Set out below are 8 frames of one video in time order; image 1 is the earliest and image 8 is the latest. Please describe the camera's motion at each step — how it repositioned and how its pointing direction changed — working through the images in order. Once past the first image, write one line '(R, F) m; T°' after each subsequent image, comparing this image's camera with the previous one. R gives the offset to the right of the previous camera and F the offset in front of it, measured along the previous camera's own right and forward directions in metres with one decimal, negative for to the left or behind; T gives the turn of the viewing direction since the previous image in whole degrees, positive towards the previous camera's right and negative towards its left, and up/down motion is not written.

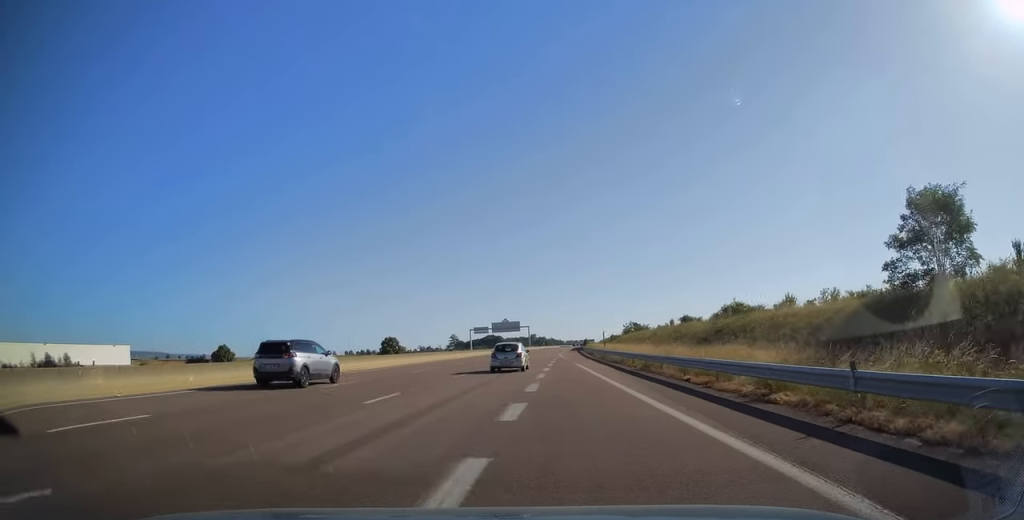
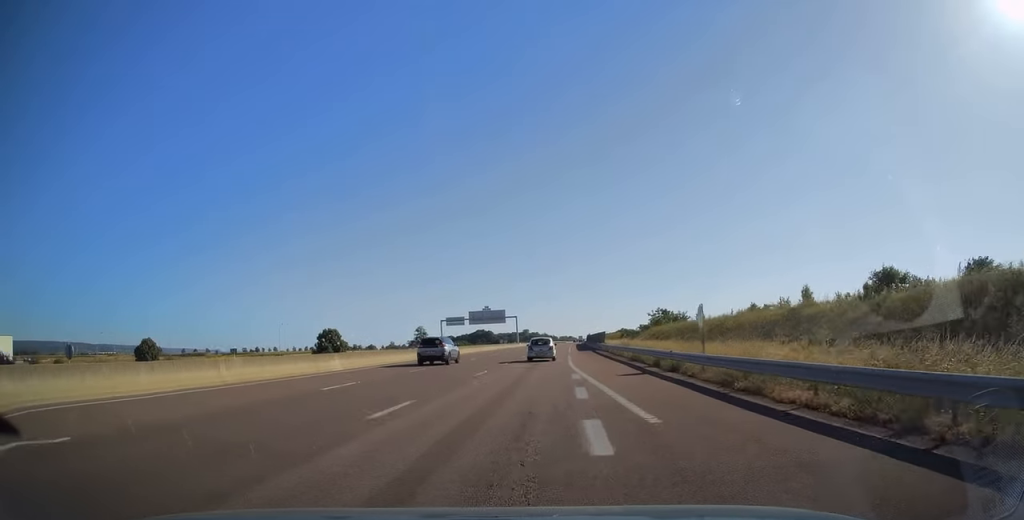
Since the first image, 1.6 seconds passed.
(+0.1, +42.9) m; +1°
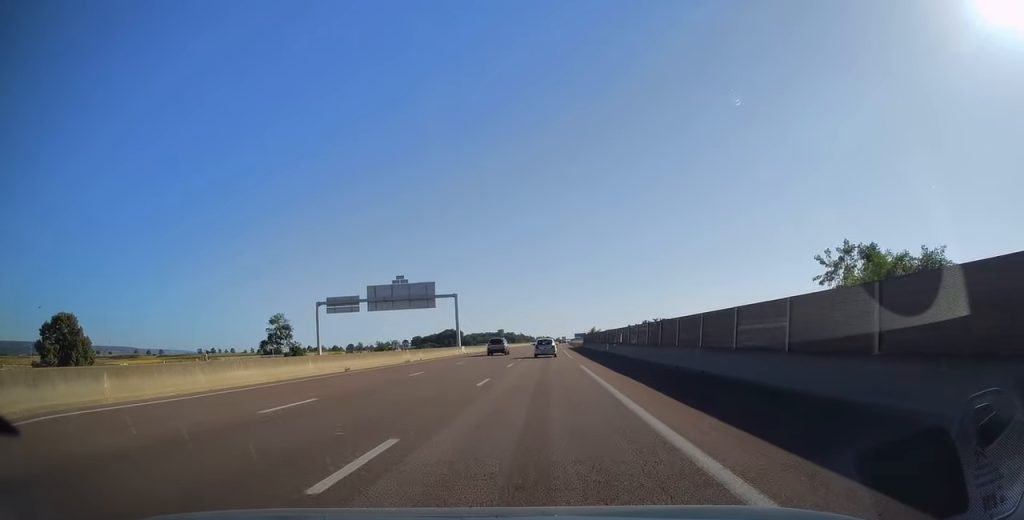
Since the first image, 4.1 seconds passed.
(+1.2, +70.2) m; +2°
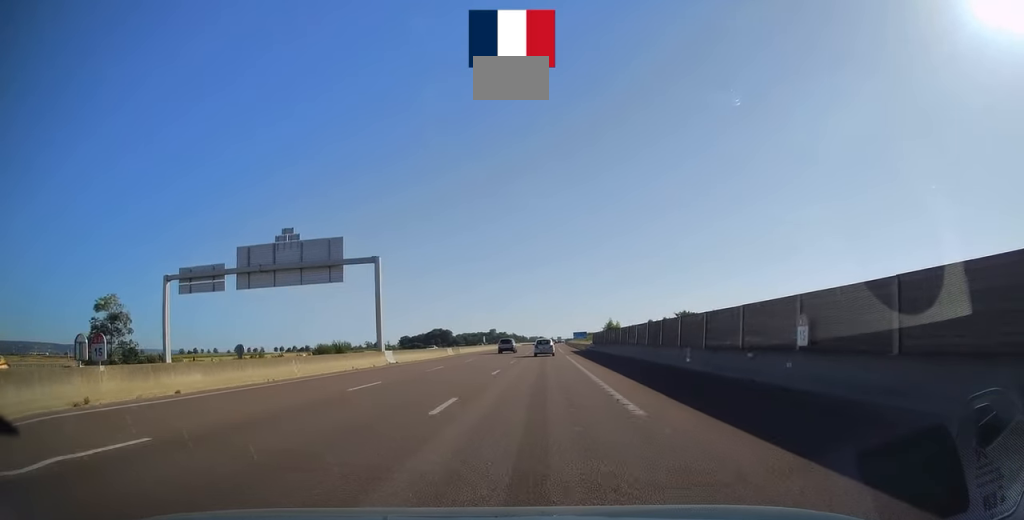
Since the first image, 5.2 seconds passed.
(+0.3, +32.8) m; +1°
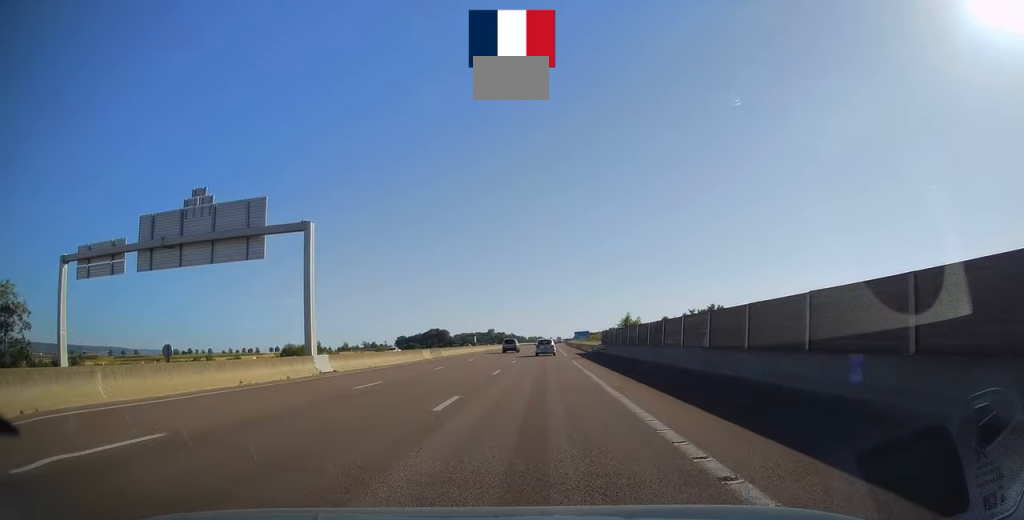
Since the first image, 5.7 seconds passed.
(0.0, +12.5) m; 0°
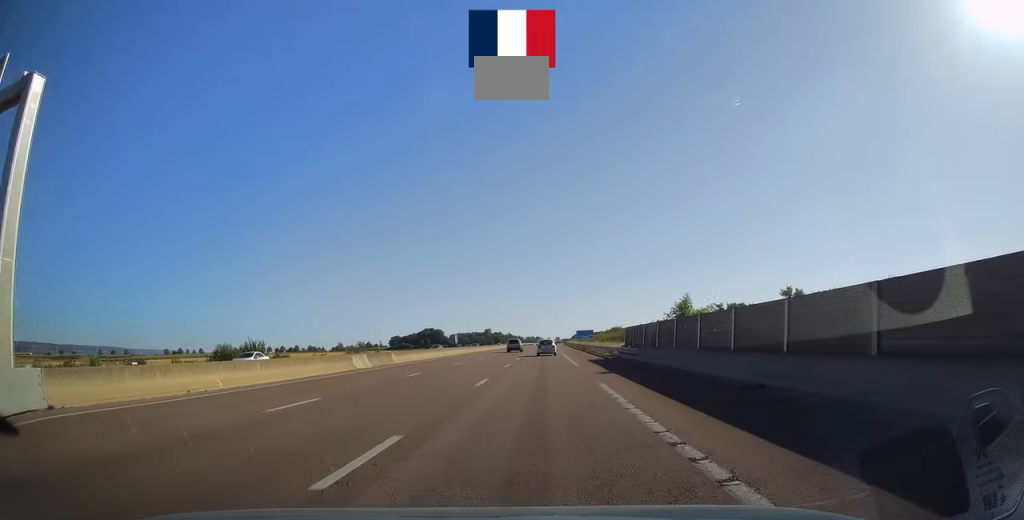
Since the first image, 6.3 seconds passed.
(-0.1, +18.9) m; 0°
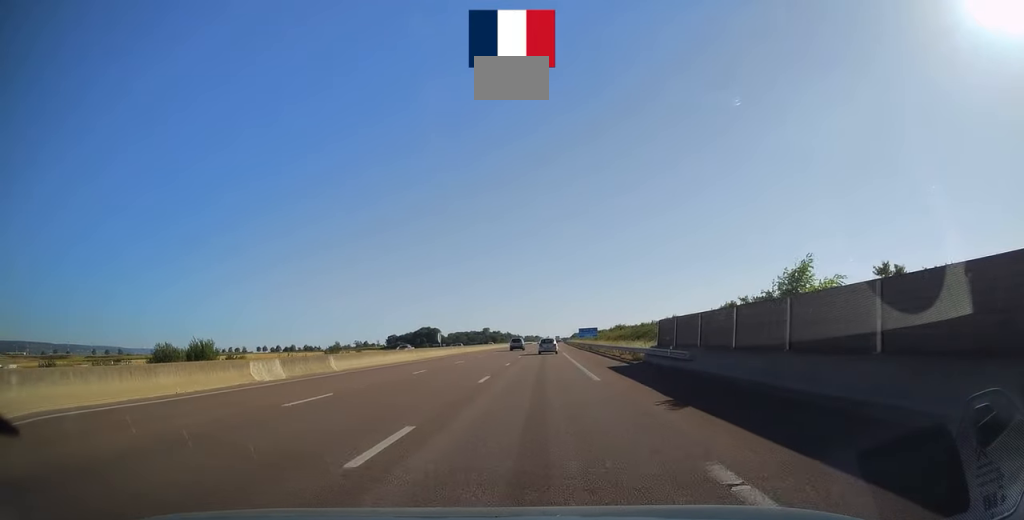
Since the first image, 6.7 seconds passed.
(0.0, +12.2) m; 0°
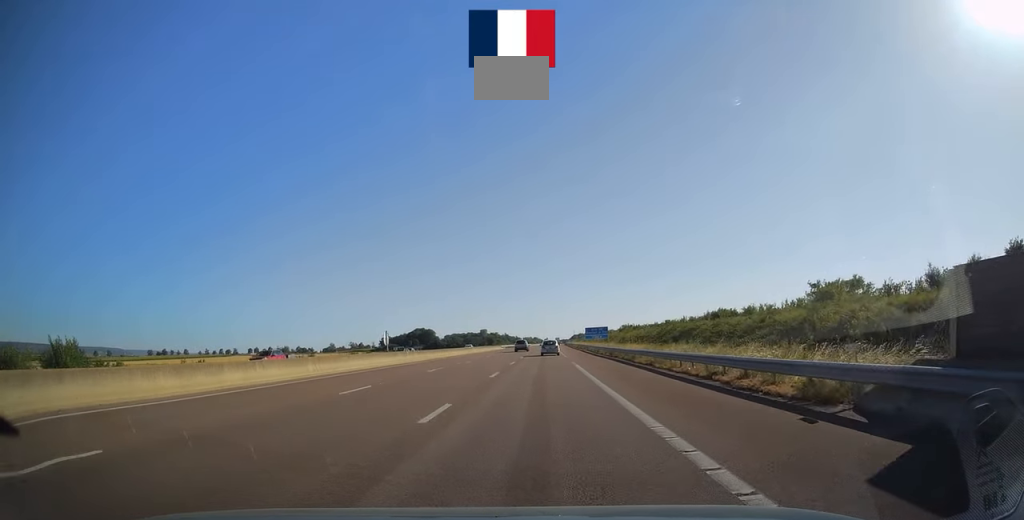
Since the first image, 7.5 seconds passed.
(+0.1, +22.1) m; 0°
